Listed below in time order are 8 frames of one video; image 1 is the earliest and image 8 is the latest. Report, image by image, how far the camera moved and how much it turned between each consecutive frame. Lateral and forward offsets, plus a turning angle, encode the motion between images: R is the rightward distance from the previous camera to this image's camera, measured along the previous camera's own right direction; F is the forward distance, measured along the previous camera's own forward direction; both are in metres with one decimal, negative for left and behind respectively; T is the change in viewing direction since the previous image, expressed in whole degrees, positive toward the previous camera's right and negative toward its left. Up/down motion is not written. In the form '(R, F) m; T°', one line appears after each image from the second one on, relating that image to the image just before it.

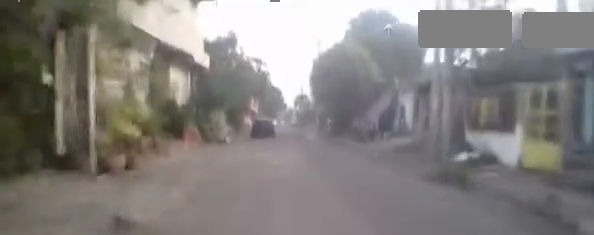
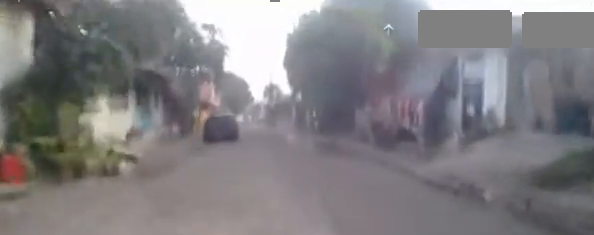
(-0.6, +8.1) m; -3°
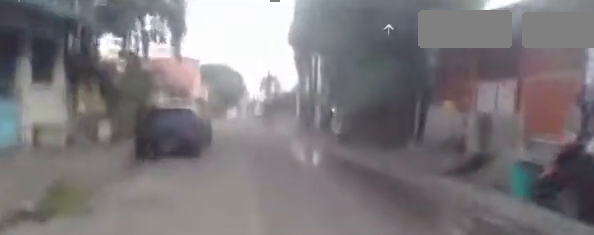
(+0.5, +7.9) m; +3°
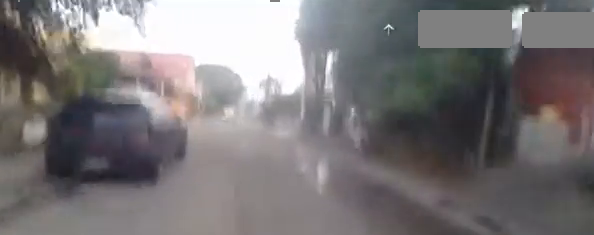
(0.0, +3.0) m; -3°
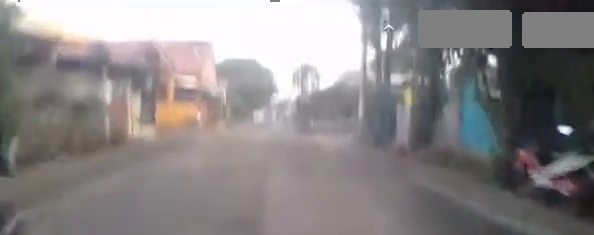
(-0.5, +5.6) m; -9°
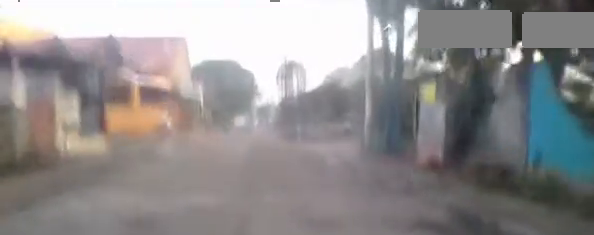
(-0.1, +2.3) m; 0°
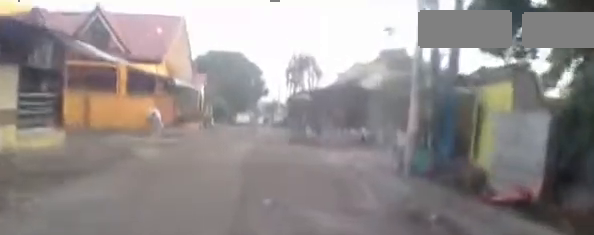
(-0.1, +2.5) m; +4°
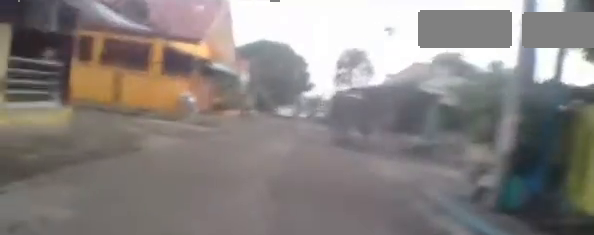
(+0.2, +1.3) m; +2°
